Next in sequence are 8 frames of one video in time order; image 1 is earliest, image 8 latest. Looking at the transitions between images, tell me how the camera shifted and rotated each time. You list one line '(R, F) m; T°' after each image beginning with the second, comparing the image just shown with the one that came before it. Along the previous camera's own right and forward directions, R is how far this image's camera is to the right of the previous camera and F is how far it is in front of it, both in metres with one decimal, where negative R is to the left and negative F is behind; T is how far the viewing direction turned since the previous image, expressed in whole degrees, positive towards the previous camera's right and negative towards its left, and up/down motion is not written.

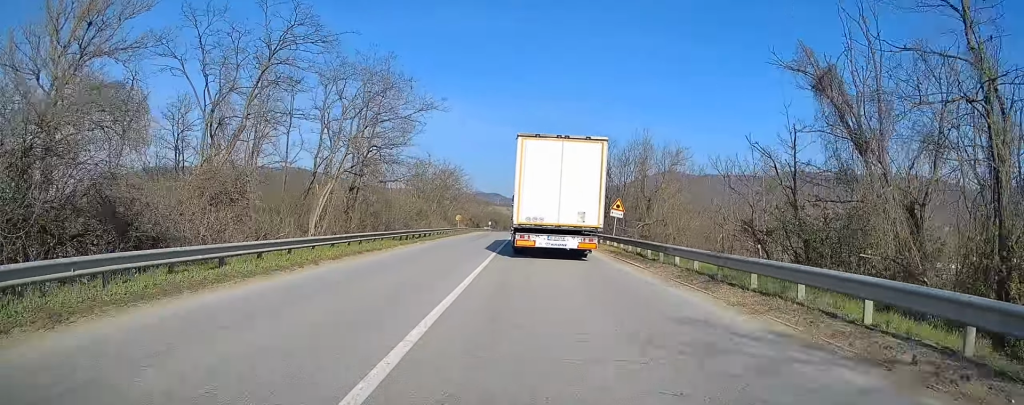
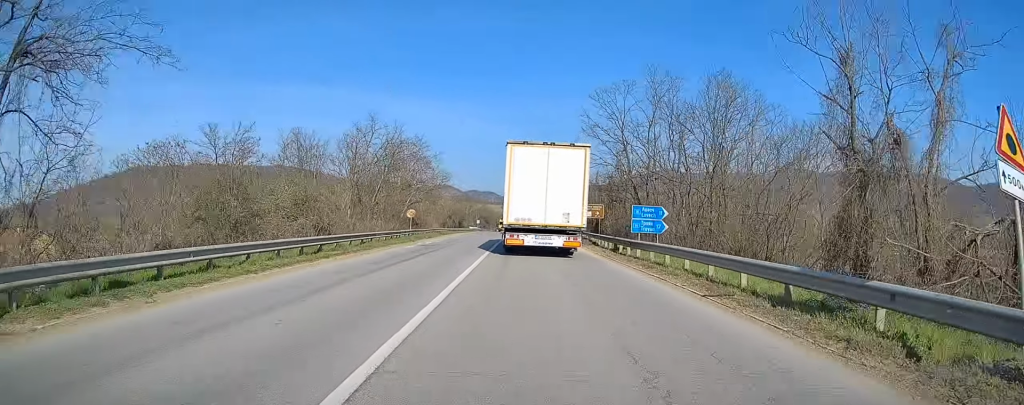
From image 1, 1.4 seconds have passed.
(-0.3, +27.9) m; 0°
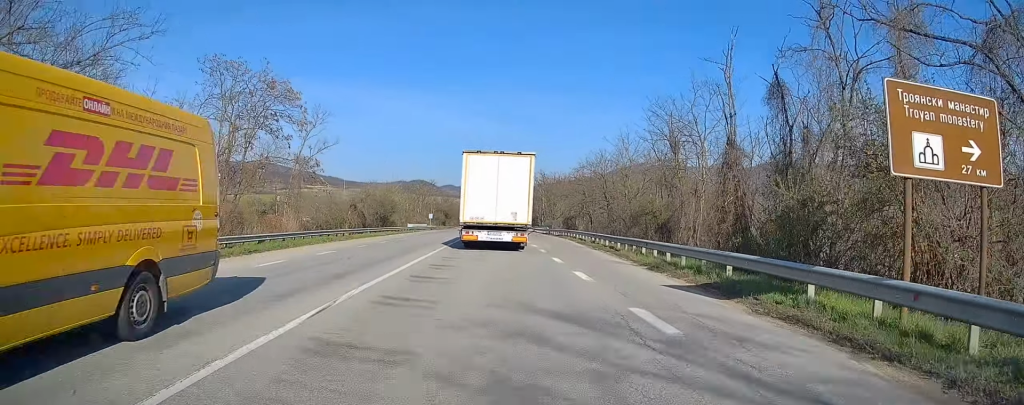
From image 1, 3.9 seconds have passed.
(+0.7, +48.0) m; +1°
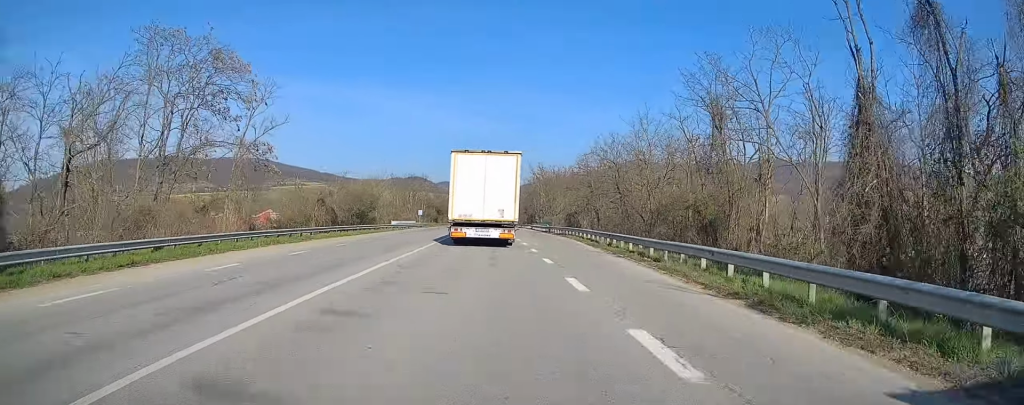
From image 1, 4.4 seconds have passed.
(0.0, +8.2) m; 0°
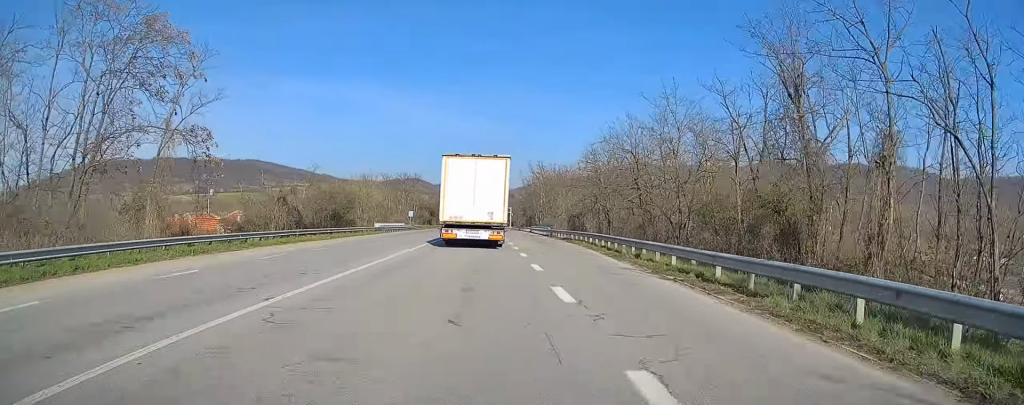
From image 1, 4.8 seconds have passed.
(0.0, +7.5) m; +1°
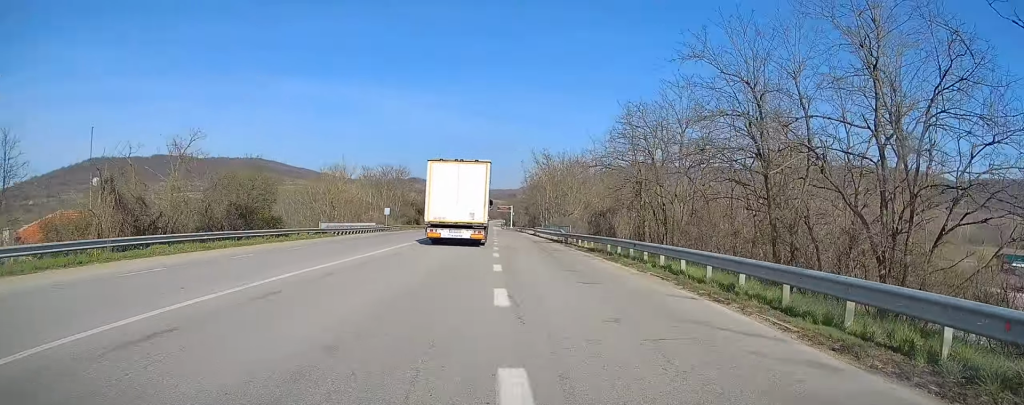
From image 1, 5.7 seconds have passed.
(+0.3, +18.1) m; +1°
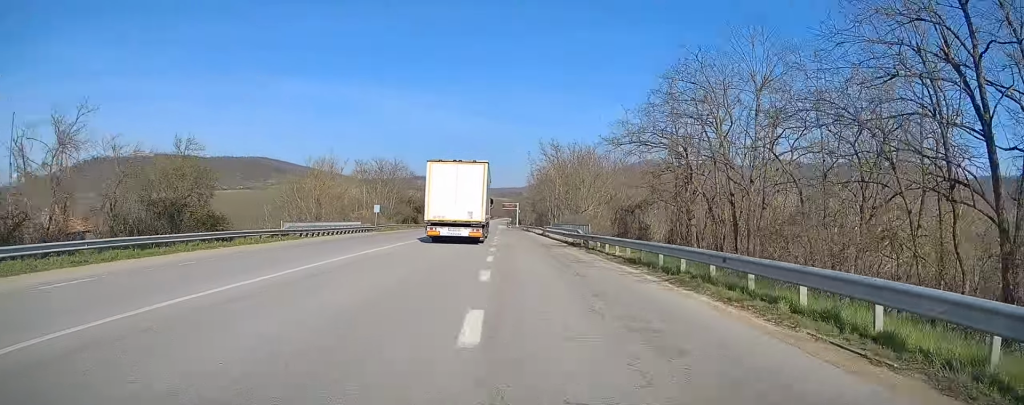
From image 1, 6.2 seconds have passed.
(+0.1, +8.7) m; 0°
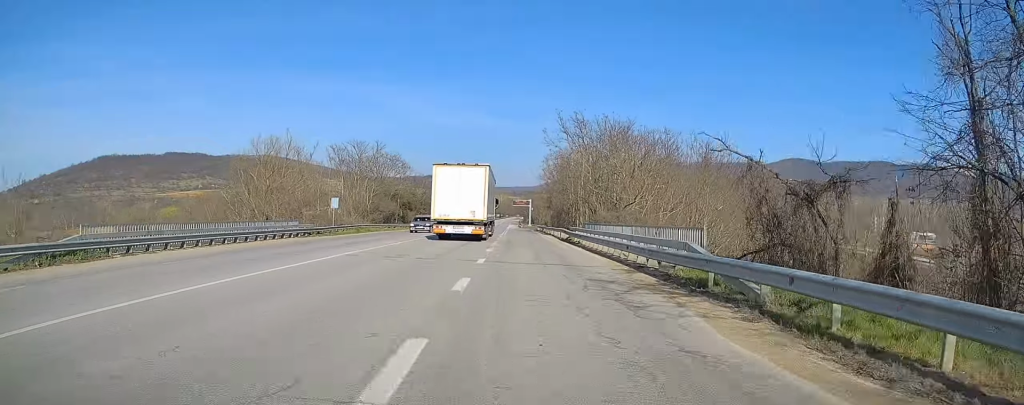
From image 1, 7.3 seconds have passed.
(-0.1, +19.9) m; -2°
